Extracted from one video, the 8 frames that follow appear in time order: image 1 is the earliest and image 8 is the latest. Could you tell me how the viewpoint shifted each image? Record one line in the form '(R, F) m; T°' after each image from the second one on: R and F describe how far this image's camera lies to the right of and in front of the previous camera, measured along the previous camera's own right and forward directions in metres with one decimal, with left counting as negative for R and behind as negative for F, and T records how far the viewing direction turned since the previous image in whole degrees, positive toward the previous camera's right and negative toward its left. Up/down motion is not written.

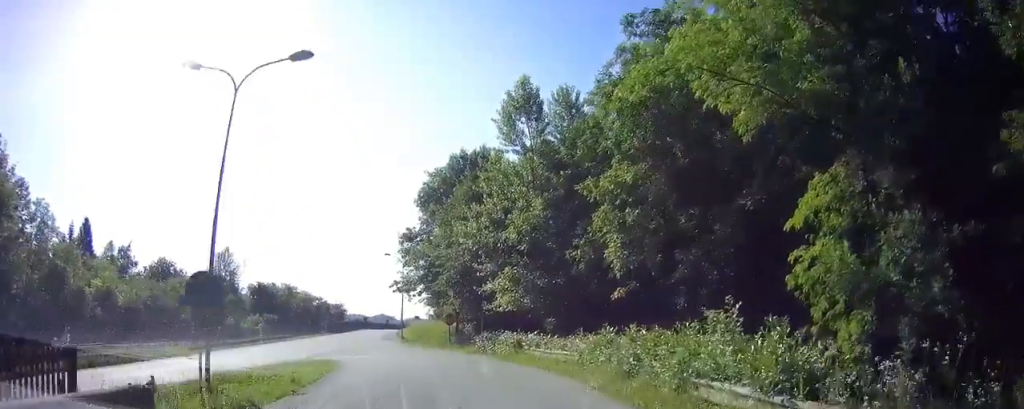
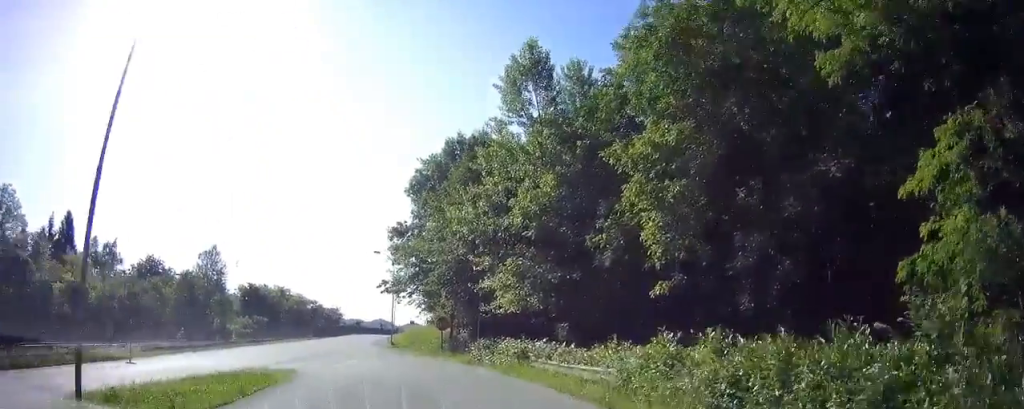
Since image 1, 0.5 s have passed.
(-0.1, +4.3) m; -1°
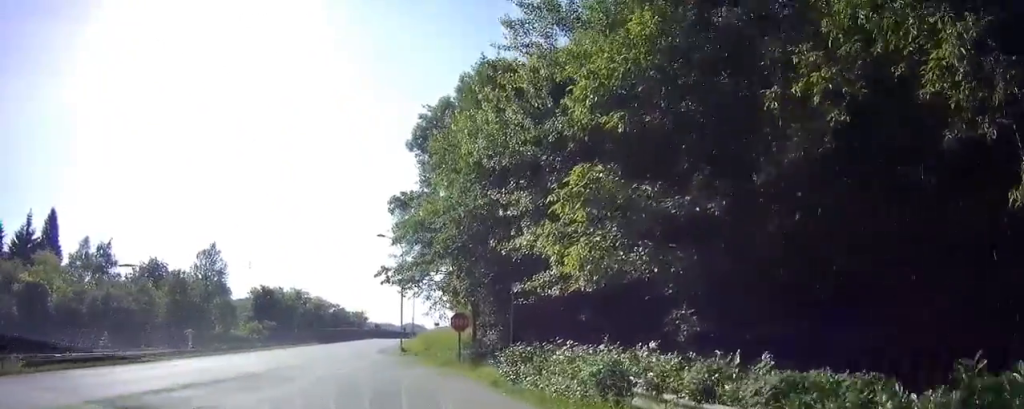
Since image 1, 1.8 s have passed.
(-0.2, +9.2) m; -9°
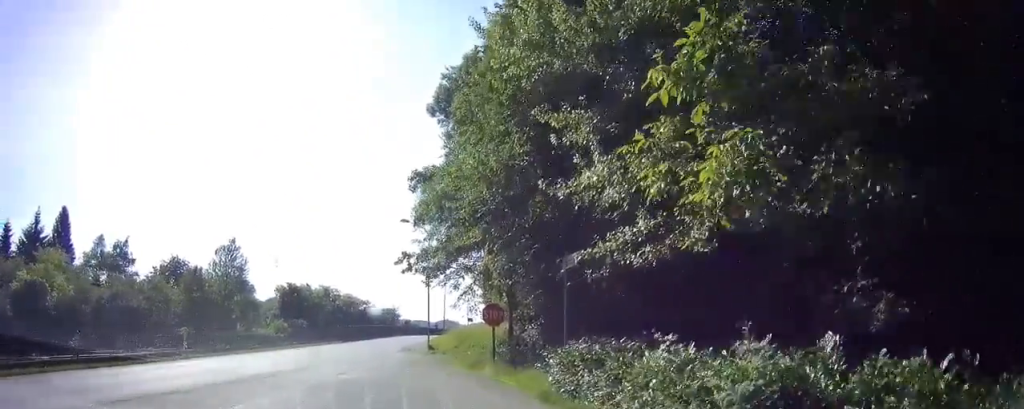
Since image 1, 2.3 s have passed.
(-0.5, +3.2) m; -4°
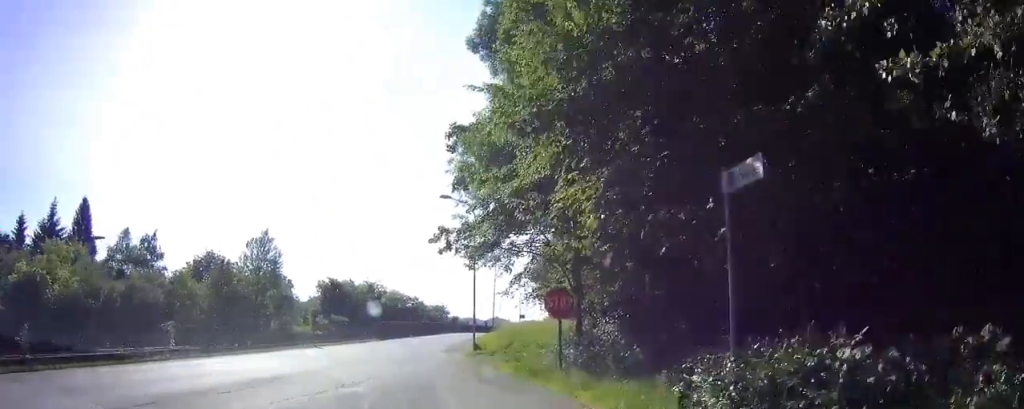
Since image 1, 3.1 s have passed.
(-0.2, +4.0) m; -3°
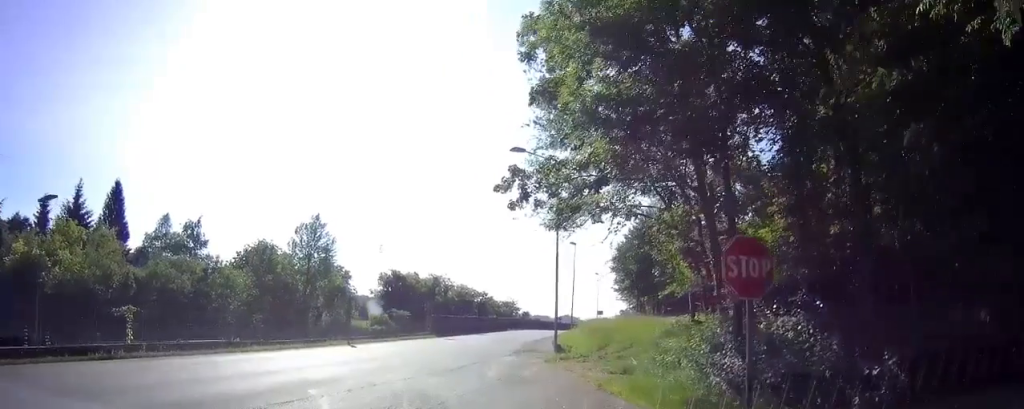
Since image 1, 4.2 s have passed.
(0.0, +4.8) m; -2°
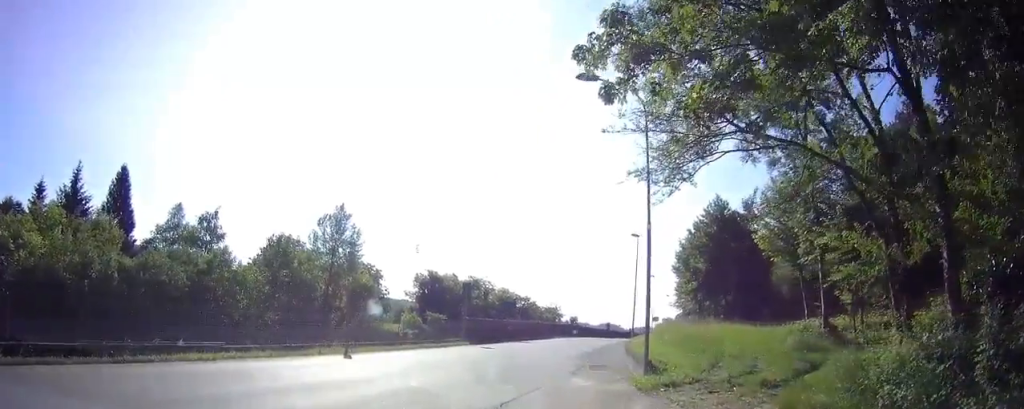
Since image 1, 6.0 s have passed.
(-0.2, +4.1) m; +2°
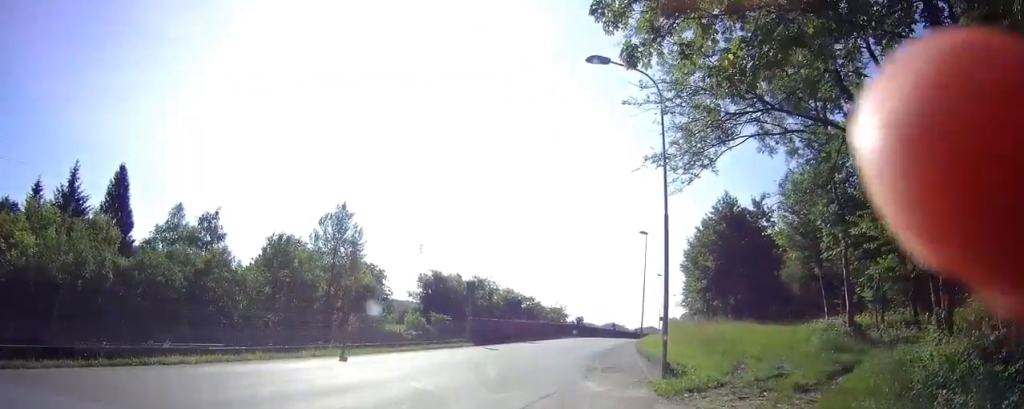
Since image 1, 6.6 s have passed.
(+0.2, +0.5) m; 0°
